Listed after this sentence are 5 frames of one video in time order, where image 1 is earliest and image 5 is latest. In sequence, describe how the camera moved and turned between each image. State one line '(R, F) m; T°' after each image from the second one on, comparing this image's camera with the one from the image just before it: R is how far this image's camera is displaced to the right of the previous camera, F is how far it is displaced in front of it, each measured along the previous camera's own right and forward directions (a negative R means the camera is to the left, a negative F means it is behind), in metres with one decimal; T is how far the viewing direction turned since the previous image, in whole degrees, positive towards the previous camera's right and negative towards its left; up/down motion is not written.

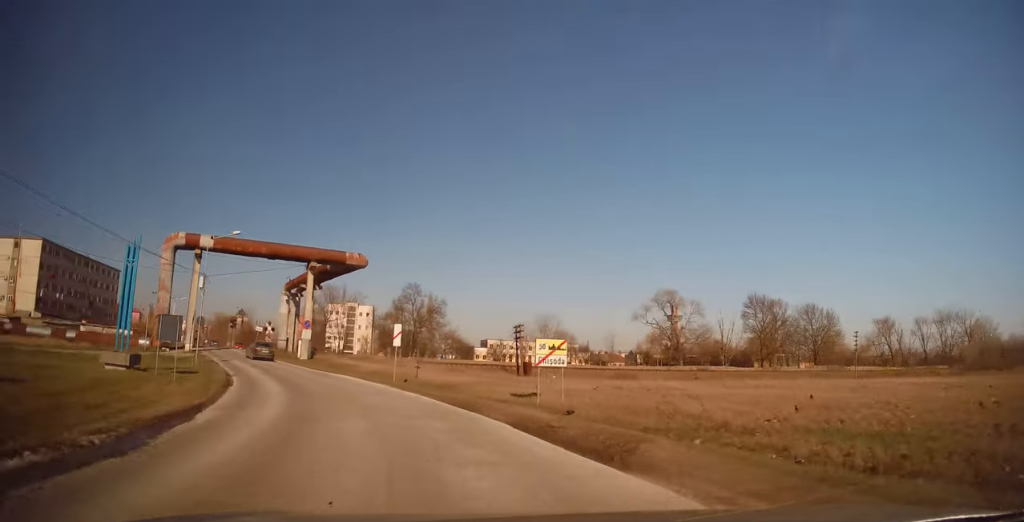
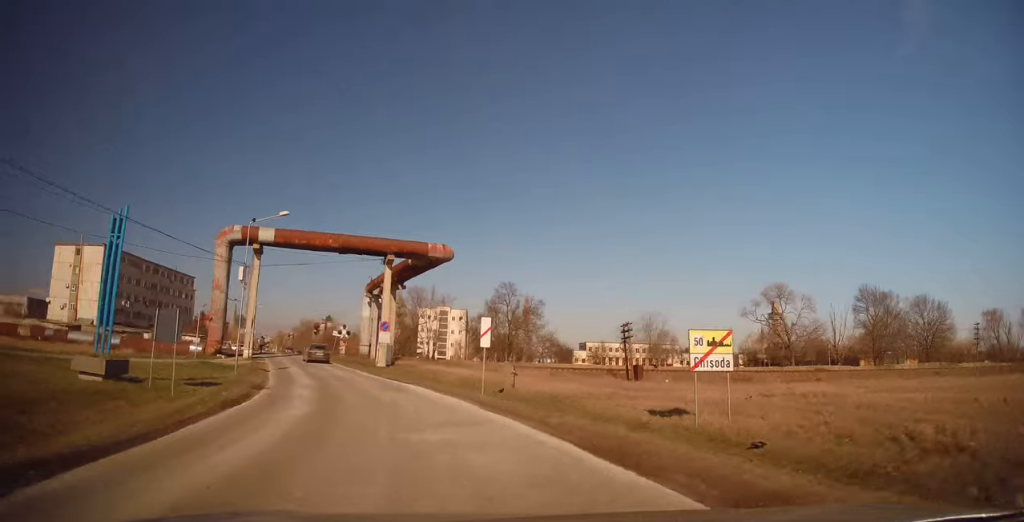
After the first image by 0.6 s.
(-0.9, +6.2) m; -6°
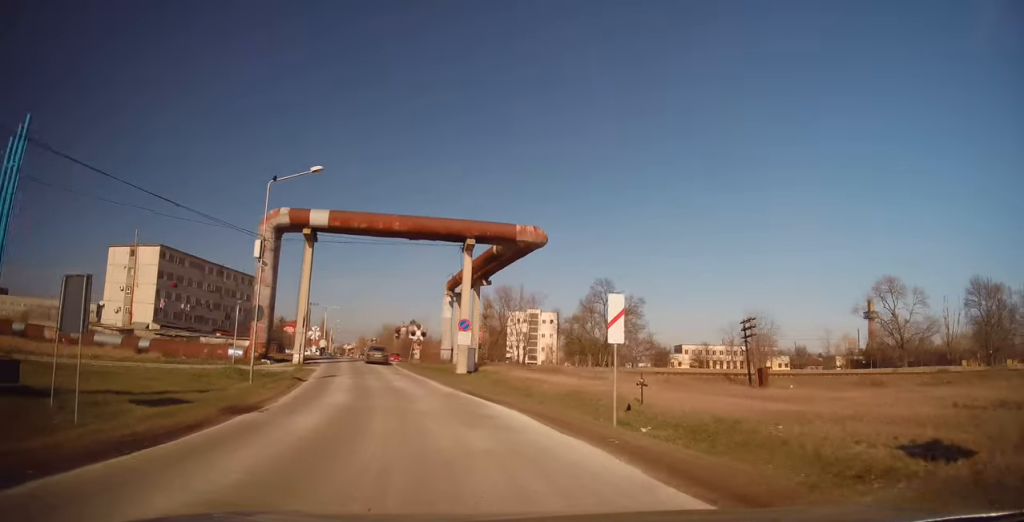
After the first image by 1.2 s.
(-0.2, +6.8) m; -5°
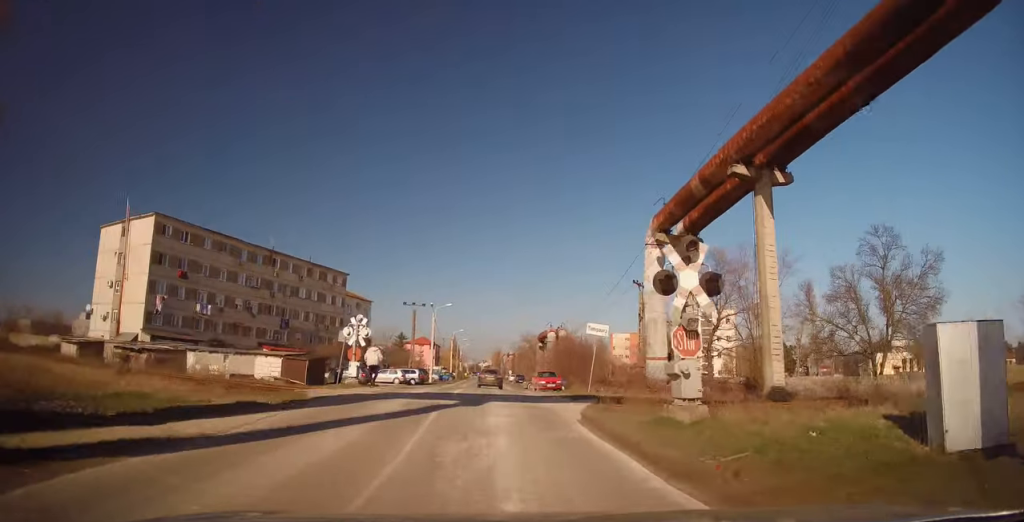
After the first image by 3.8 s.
(-3.3, +25.1) m; -12°
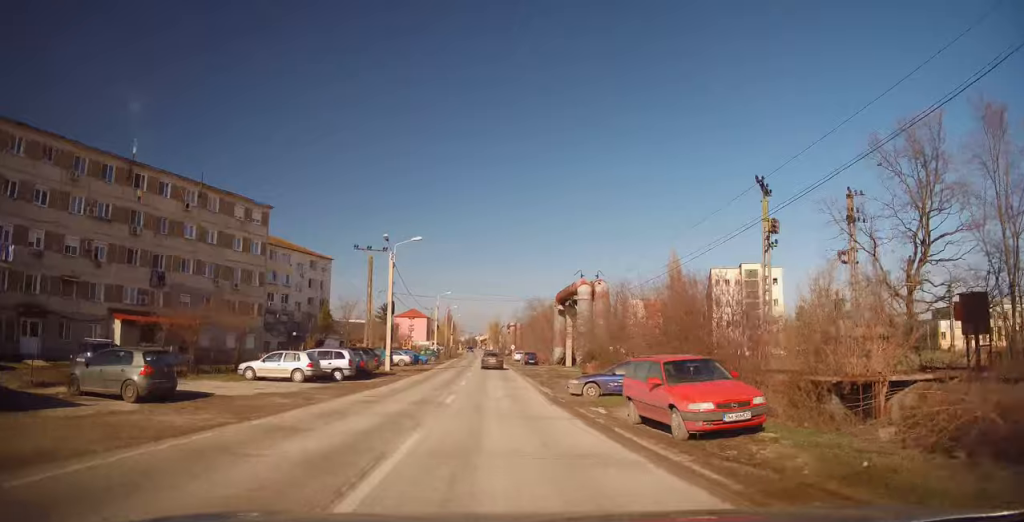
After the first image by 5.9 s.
(-0.8, +23.7) m; -2°
